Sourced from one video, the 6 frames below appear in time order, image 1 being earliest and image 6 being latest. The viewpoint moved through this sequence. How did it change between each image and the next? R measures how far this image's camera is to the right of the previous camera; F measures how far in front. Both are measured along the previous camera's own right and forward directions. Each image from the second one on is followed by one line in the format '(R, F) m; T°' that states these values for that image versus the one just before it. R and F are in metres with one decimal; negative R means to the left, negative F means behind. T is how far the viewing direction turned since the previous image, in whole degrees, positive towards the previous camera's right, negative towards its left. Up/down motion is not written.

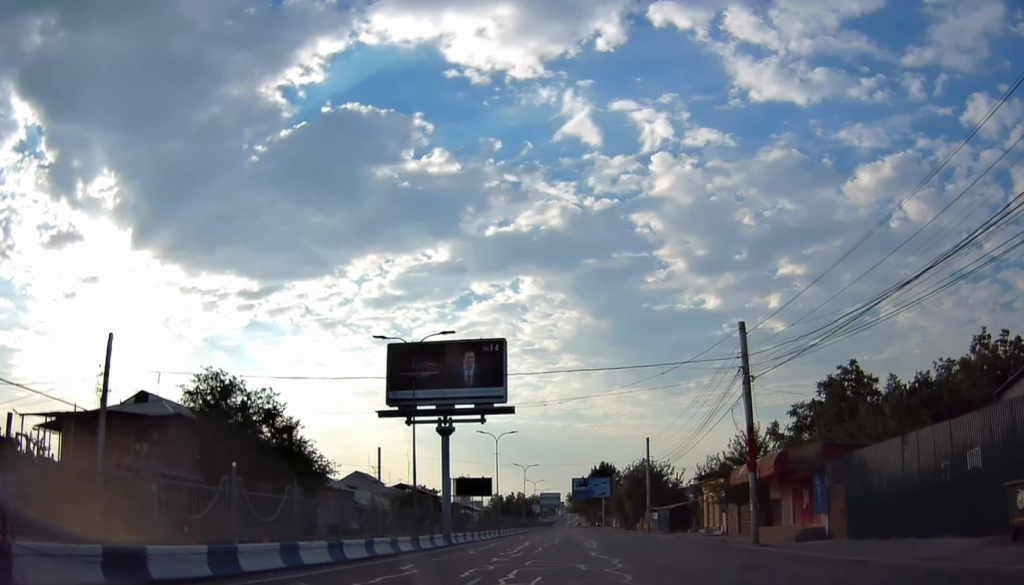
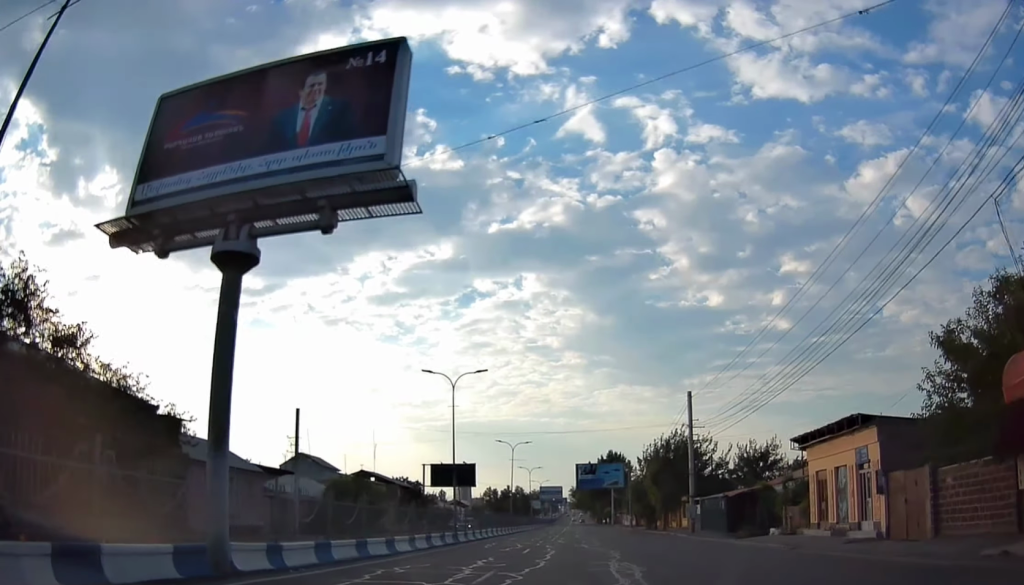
(-0.6, +23.6) m; +1°
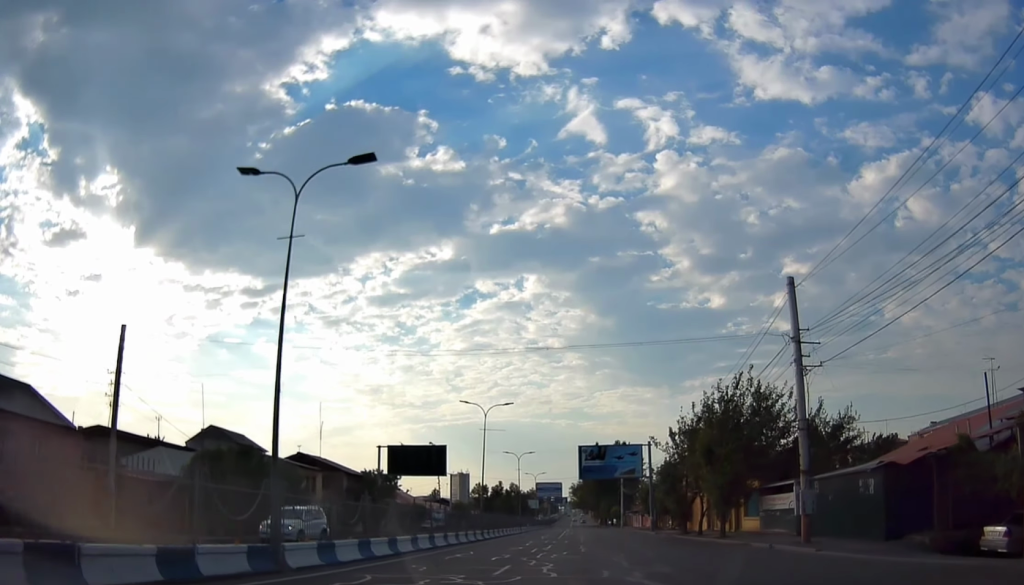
(+0.7, +22.6) m; 0°
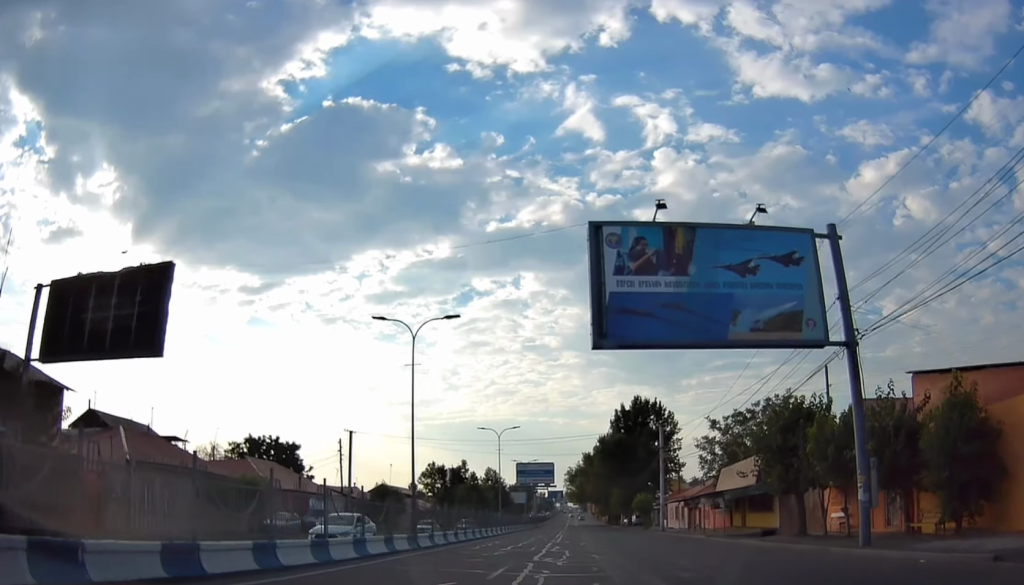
(+0.8, +50.3) m; +2°
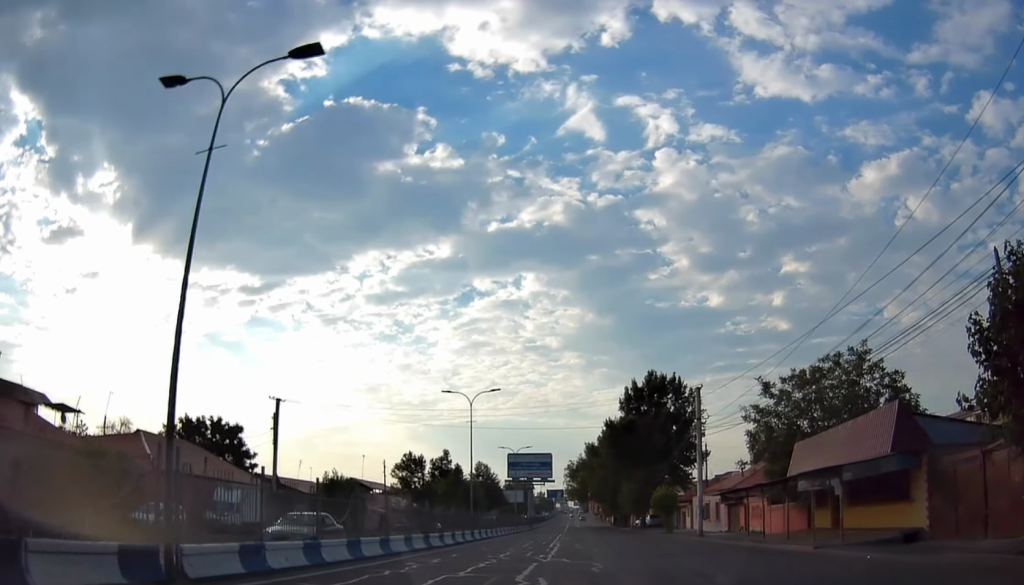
(-0.6, +16.4) m; -1°
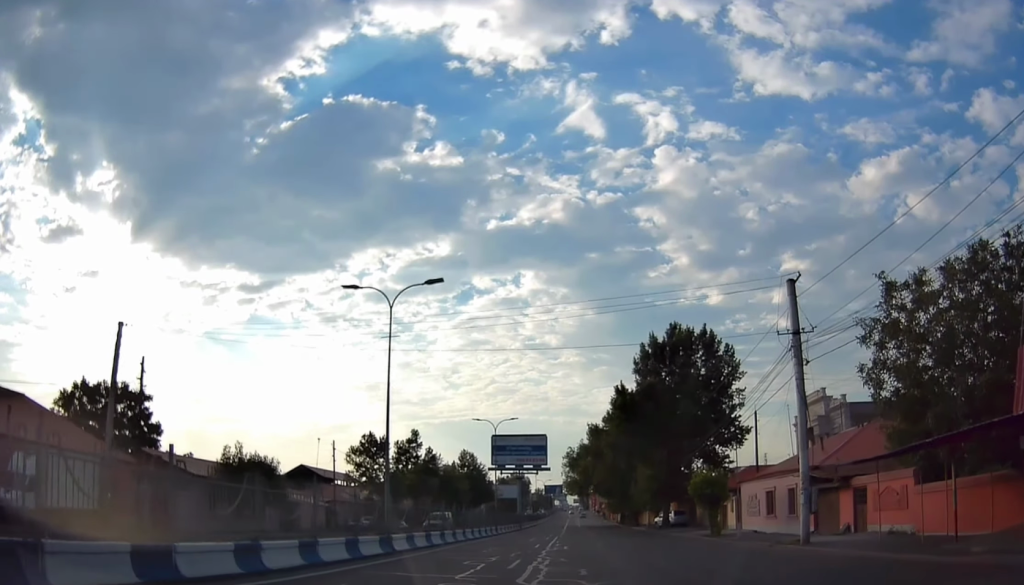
(+0.2, +18.8) m; 0°
